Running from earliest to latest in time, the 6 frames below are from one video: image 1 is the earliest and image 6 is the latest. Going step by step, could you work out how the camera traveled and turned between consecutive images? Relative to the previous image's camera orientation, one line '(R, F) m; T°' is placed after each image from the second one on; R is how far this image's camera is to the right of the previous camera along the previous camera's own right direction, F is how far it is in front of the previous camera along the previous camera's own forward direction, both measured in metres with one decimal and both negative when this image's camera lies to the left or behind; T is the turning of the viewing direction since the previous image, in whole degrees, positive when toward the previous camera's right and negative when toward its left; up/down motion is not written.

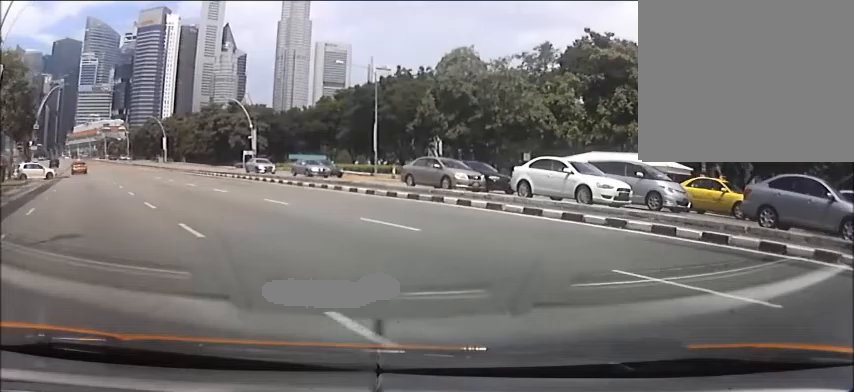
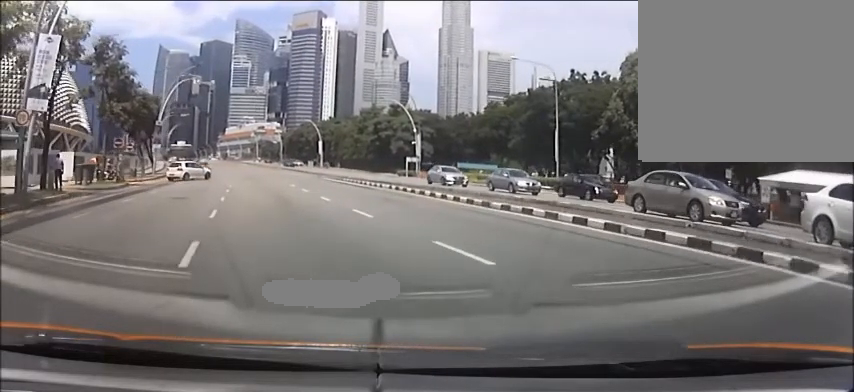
(-0.7, +8.1) m; -9°
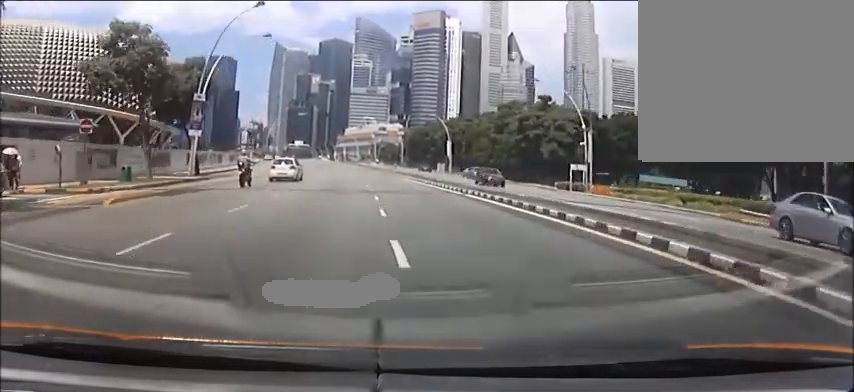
(-2.1, +18.3) m; -10°
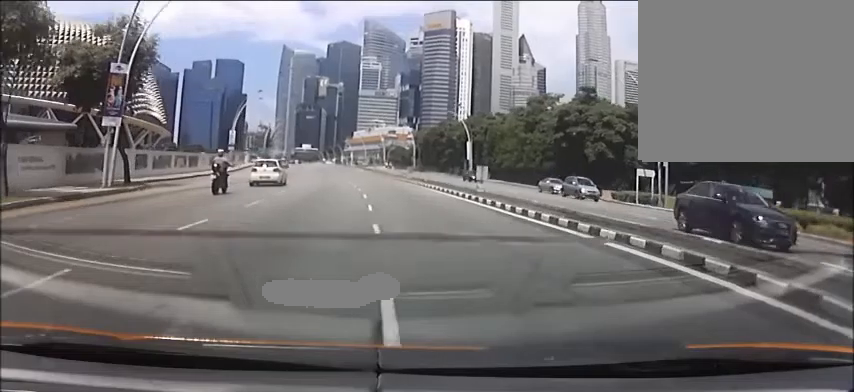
(0.0, +12.7) m; 0°
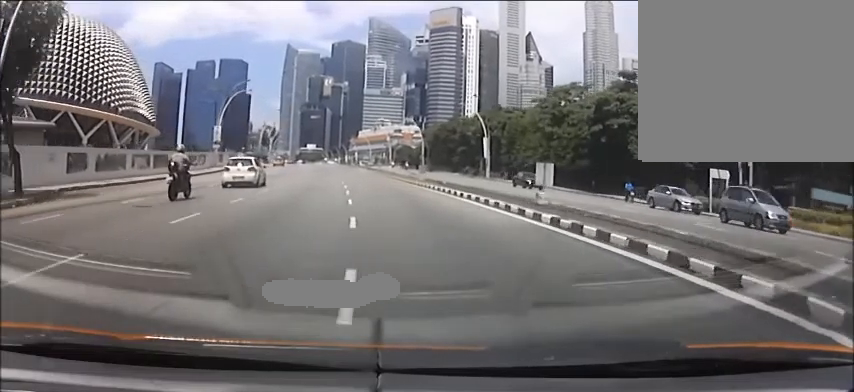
(0.0, +11.7) m; -1°
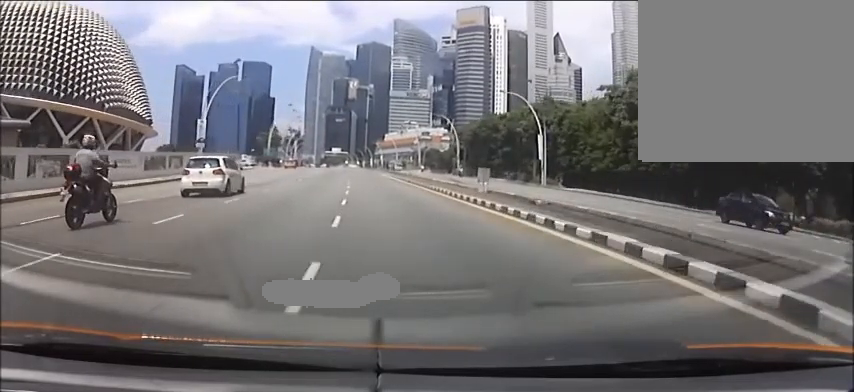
(-0.4, +18.5) m; -3°
